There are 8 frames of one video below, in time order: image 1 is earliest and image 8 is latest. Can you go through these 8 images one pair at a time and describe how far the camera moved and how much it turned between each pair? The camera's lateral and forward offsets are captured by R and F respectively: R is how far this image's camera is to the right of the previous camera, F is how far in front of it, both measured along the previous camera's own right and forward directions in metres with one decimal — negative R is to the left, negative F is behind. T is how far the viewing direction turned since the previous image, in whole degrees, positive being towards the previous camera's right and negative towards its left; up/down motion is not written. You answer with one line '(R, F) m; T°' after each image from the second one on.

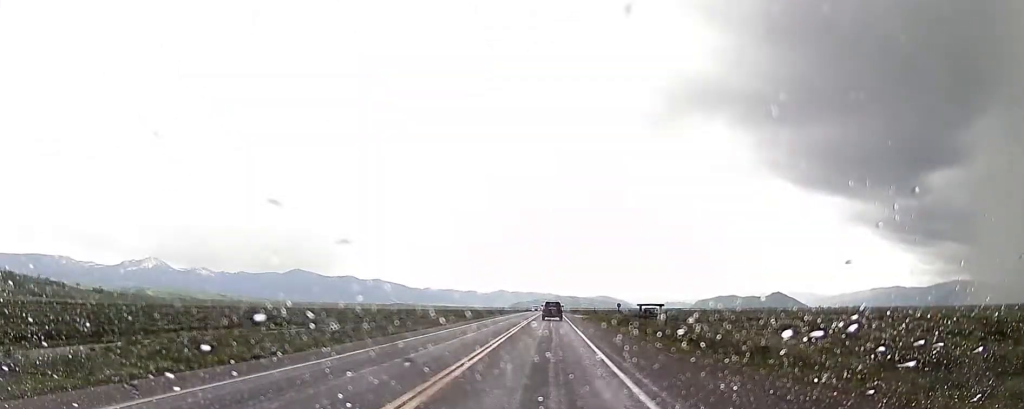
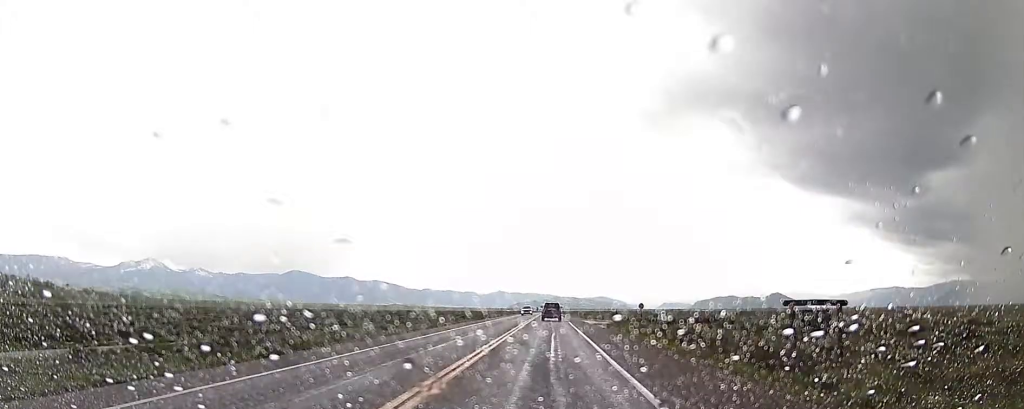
(-0.2, +29.6) m; 0°
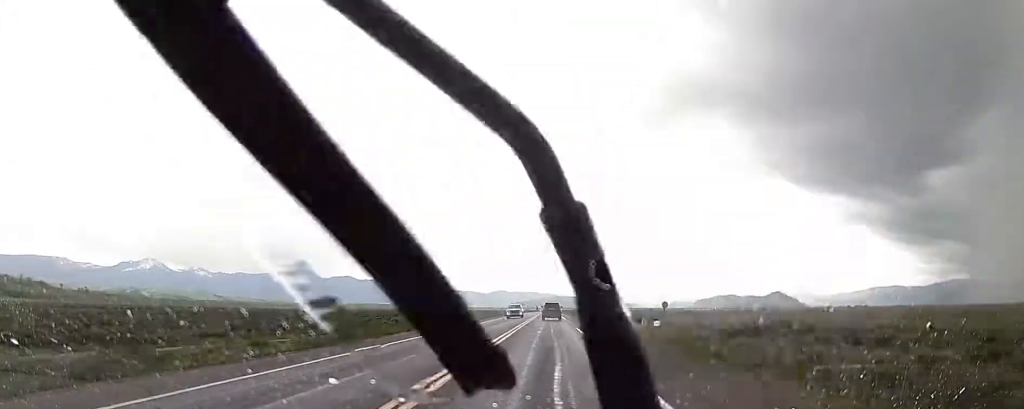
(0.0, +17.9) m; 0°
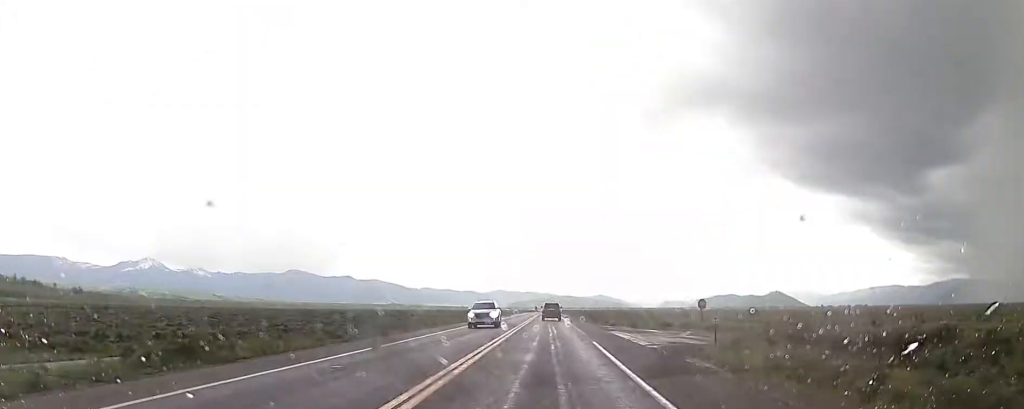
(+0.1, +17.2) m; +1°
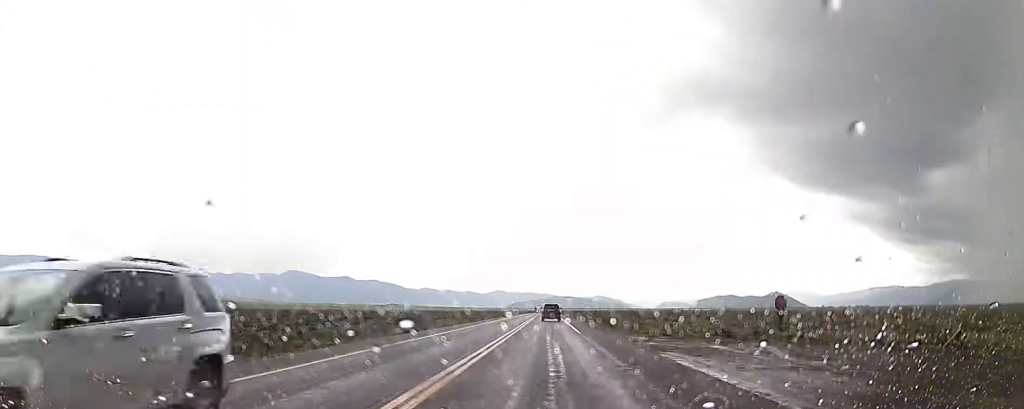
(+0.2, +18.0) m; 0°
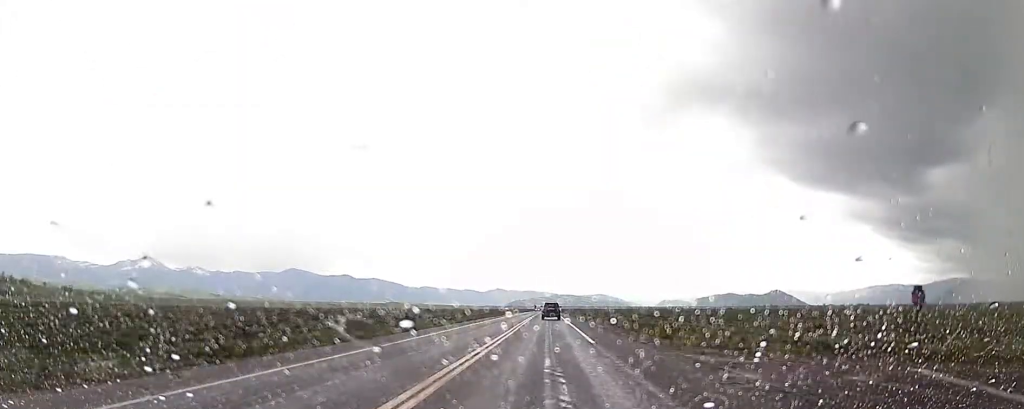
(0.0, +13.5) m; 0°
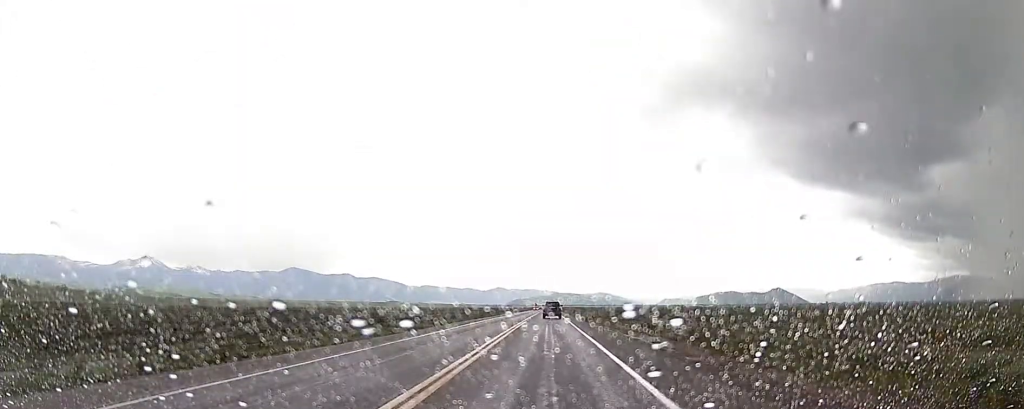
(-0.3, +21.9) m; -1°
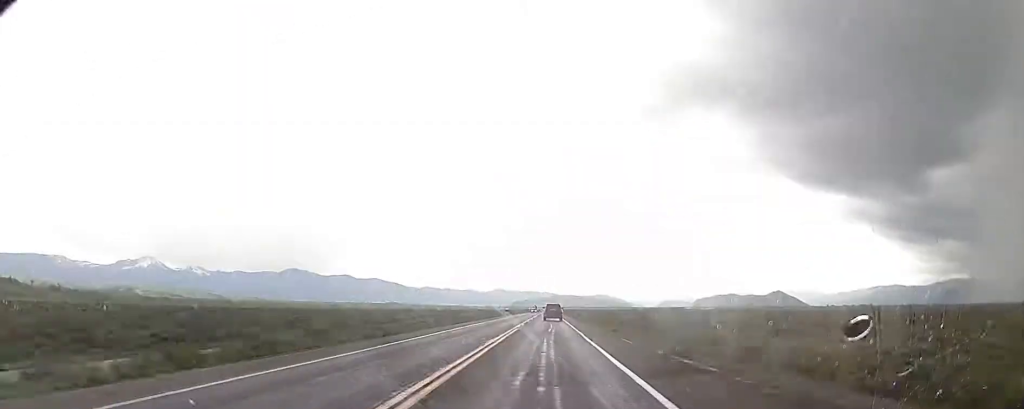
(0.0, +13.6) m; 0°
